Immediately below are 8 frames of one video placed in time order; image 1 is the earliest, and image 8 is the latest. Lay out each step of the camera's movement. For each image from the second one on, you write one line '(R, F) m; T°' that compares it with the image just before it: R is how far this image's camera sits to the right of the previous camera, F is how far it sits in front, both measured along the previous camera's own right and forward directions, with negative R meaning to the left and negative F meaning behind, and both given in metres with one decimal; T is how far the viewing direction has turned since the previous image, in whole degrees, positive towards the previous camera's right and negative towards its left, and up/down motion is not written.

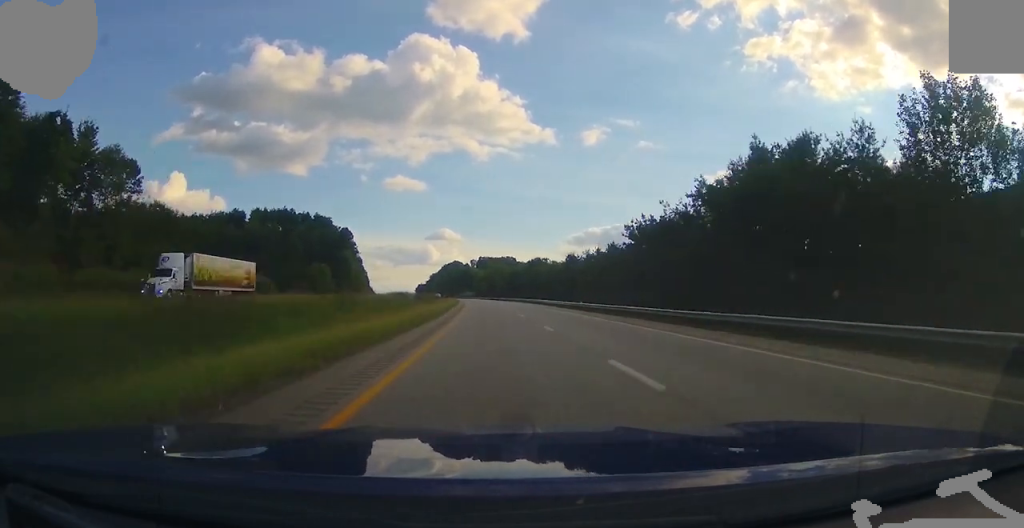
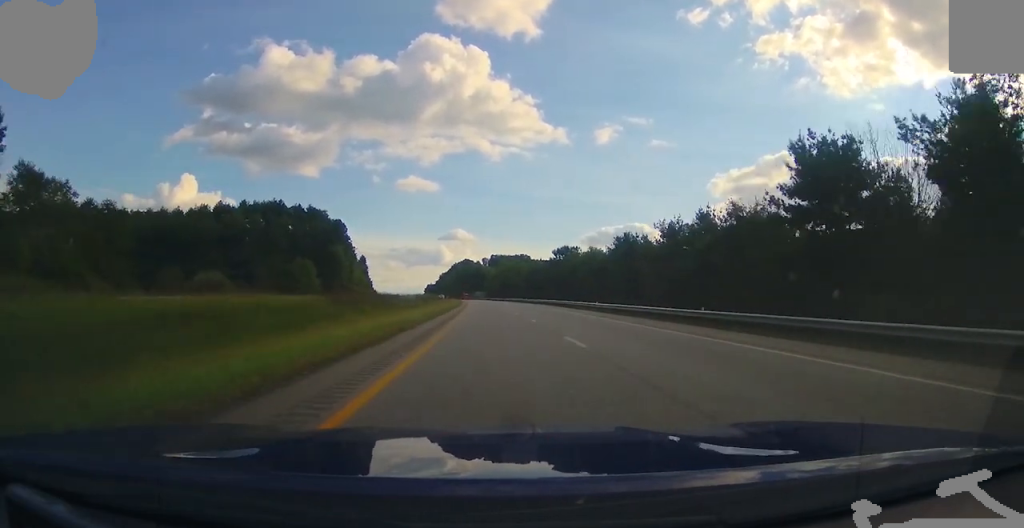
(-0.2, +30.7) m; -1°
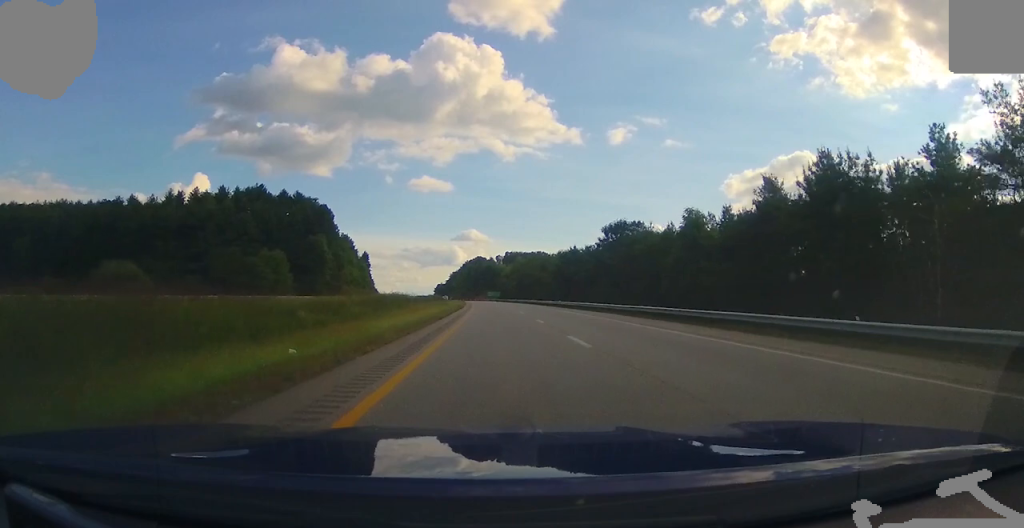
(-0.2, +36.1) m; -1°
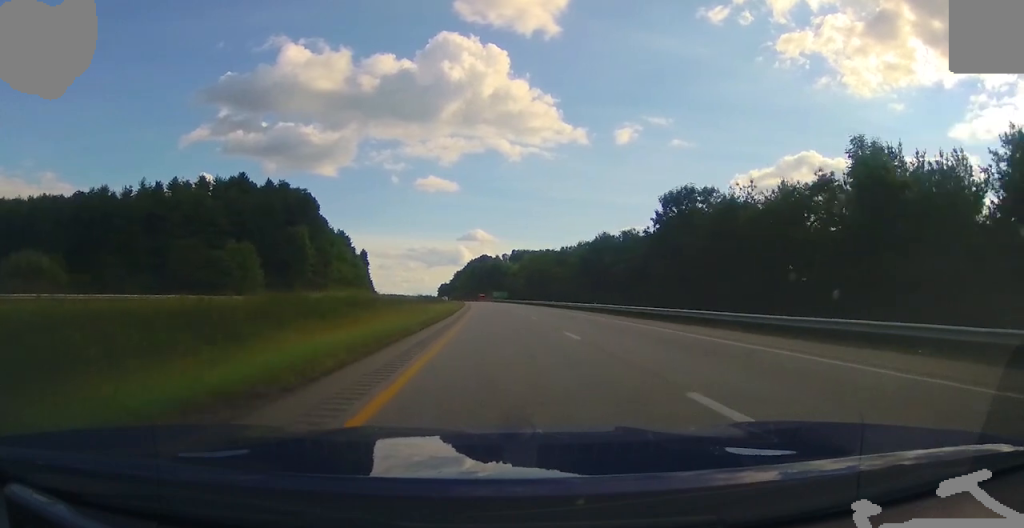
(0.0, +21.9) m; -1°
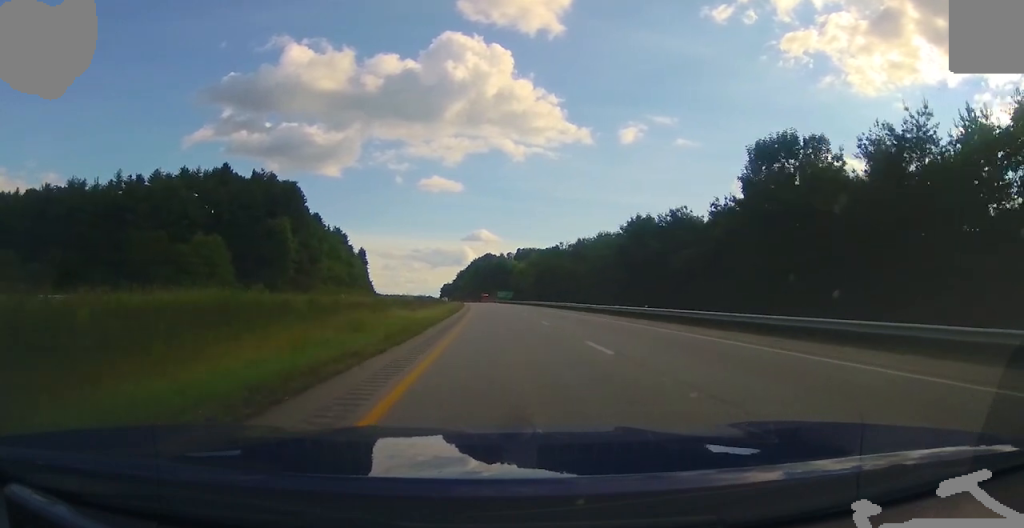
(-0.2, +16.5) m; -1°
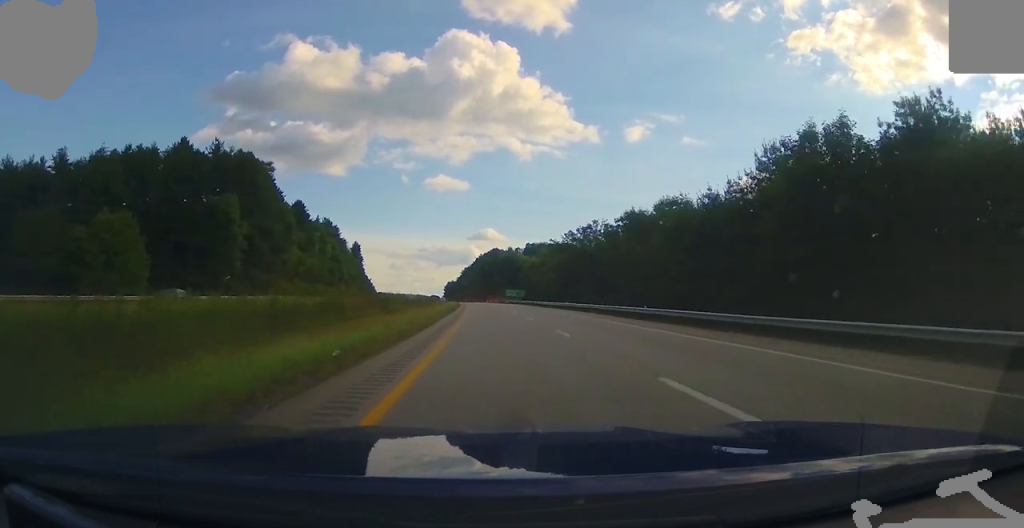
(-0.3, +30.8) m; -1°
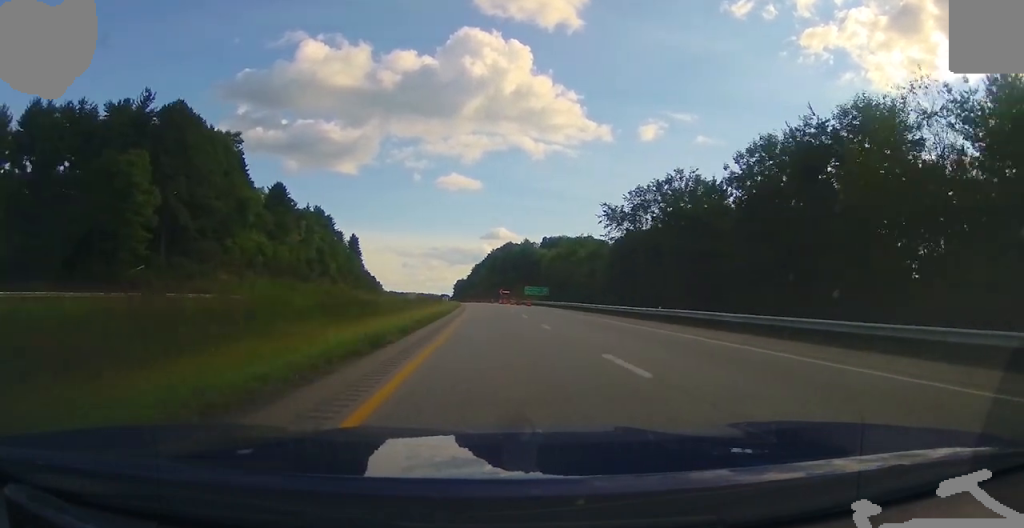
(-0.4, +33.2) m; -1°
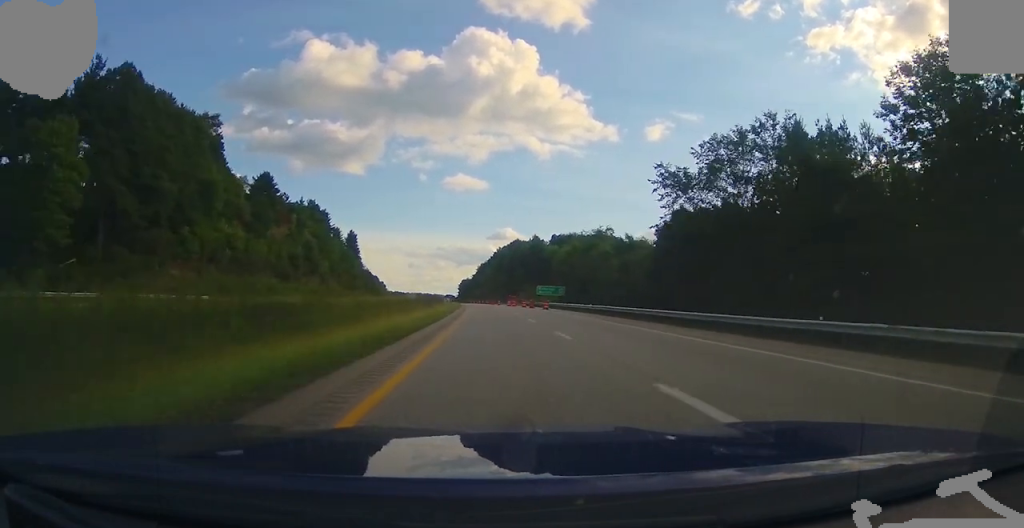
(-0.1, +16.7) m; 0°
